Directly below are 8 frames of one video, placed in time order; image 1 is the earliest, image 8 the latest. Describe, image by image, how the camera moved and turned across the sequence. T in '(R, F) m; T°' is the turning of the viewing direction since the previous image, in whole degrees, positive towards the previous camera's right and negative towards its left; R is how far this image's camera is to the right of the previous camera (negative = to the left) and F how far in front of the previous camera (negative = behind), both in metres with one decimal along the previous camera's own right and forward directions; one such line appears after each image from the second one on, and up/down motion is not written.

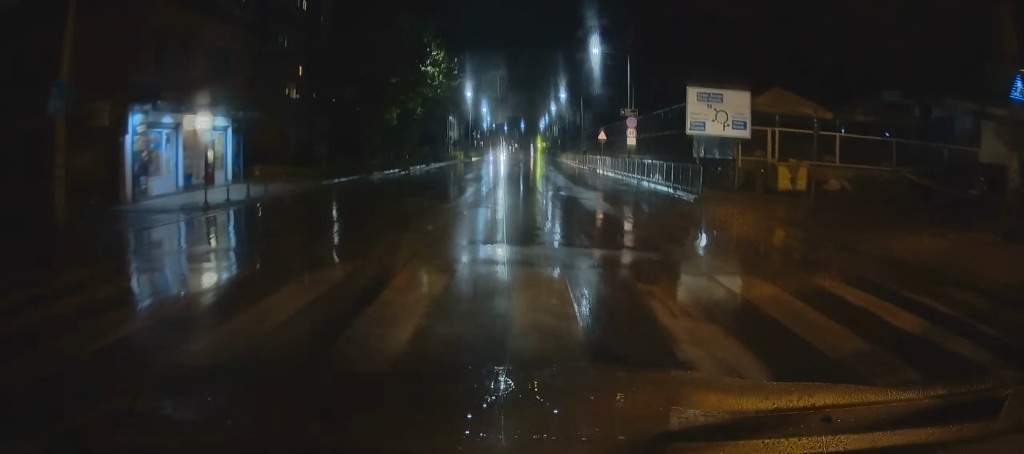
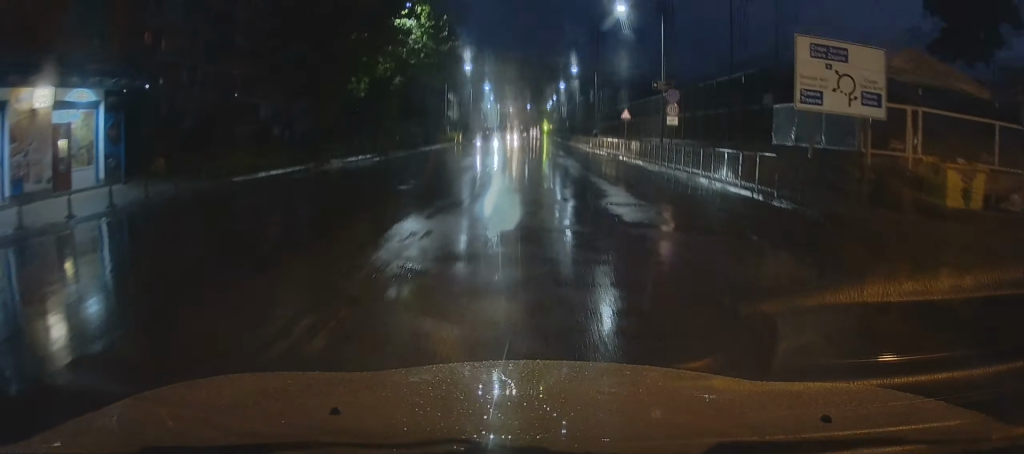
(0.0, +9.2) m; -1°
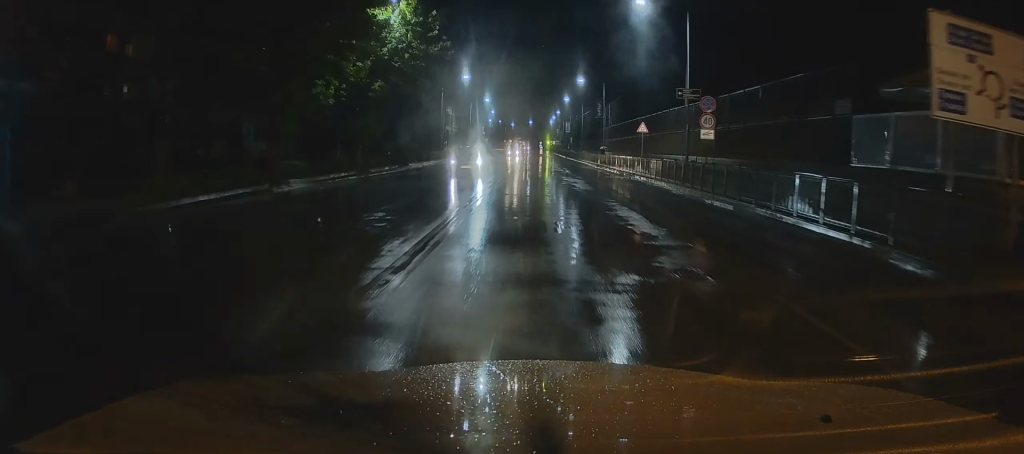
(0.0, +5.4) m; +1°
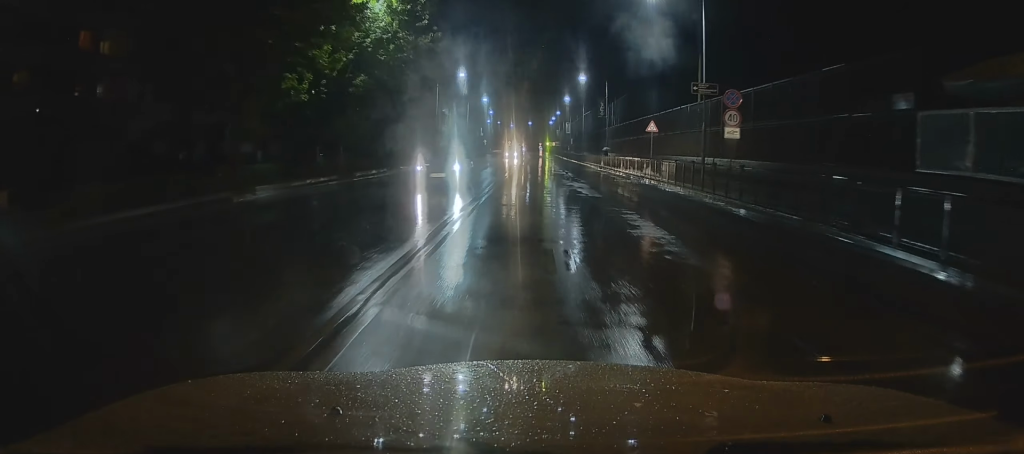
(0.0, +3.1) m; +1°
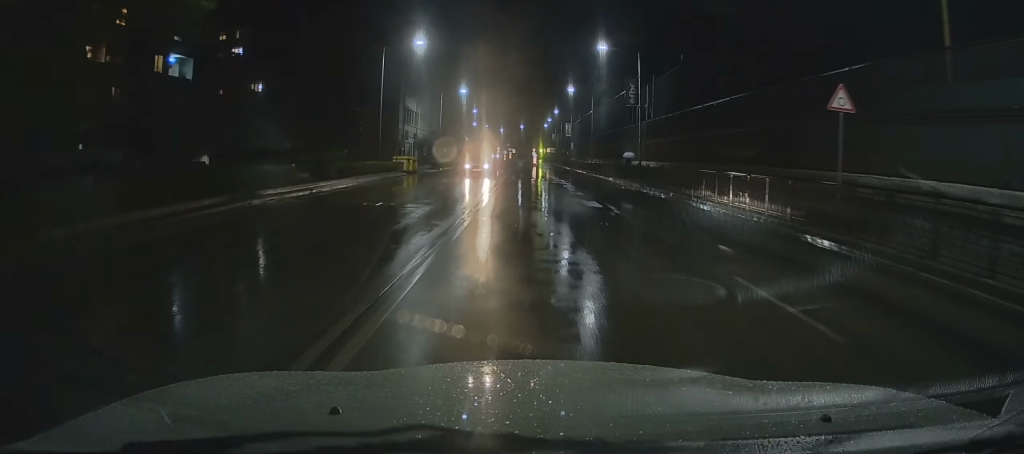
(+0.4, +22.3) m; +2°
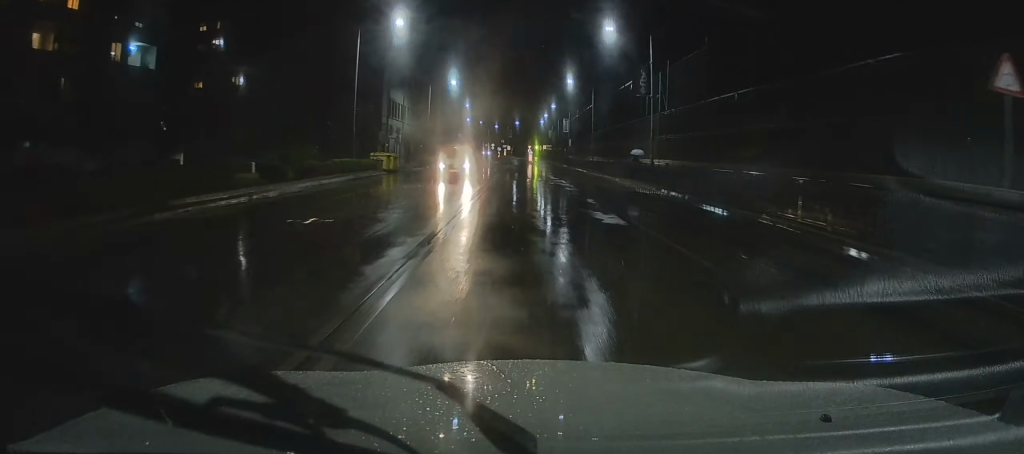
(+0.1, +5.7) m; 0°
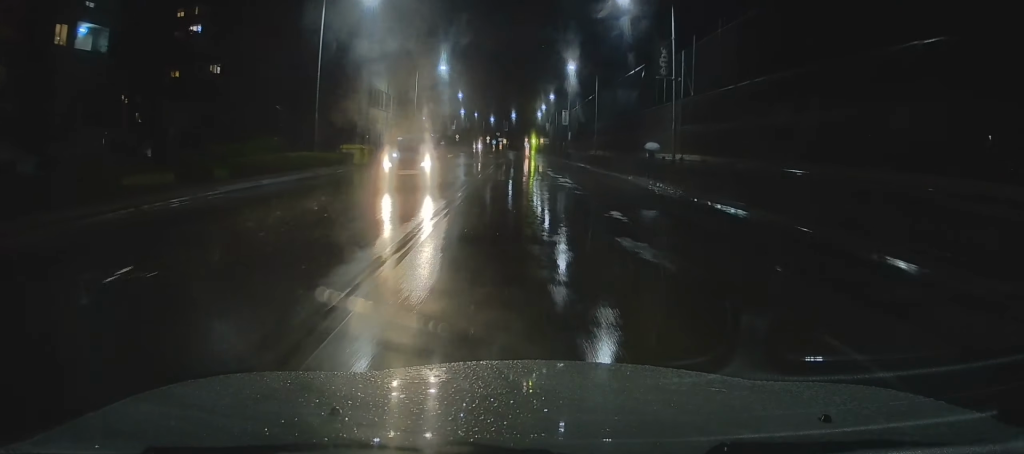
(0.0, +6.1) m; 0°
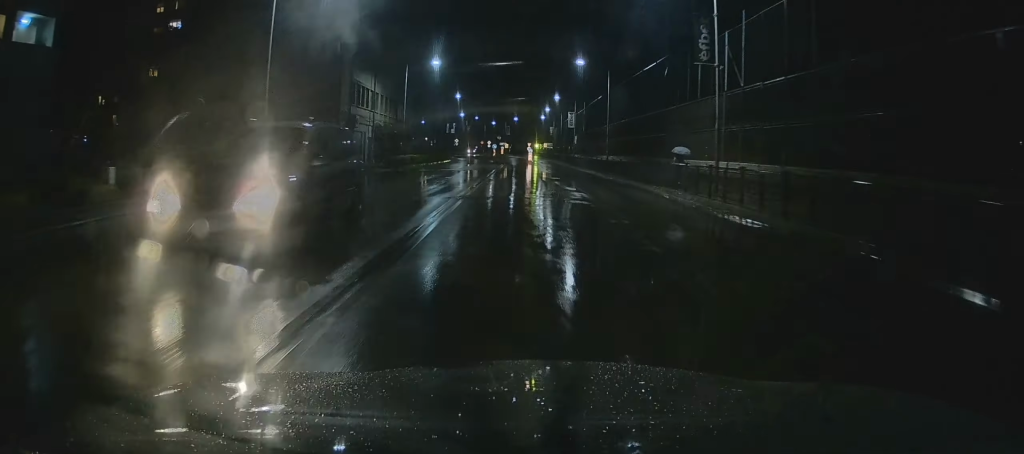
(0.0, +6.7) m; 0°
